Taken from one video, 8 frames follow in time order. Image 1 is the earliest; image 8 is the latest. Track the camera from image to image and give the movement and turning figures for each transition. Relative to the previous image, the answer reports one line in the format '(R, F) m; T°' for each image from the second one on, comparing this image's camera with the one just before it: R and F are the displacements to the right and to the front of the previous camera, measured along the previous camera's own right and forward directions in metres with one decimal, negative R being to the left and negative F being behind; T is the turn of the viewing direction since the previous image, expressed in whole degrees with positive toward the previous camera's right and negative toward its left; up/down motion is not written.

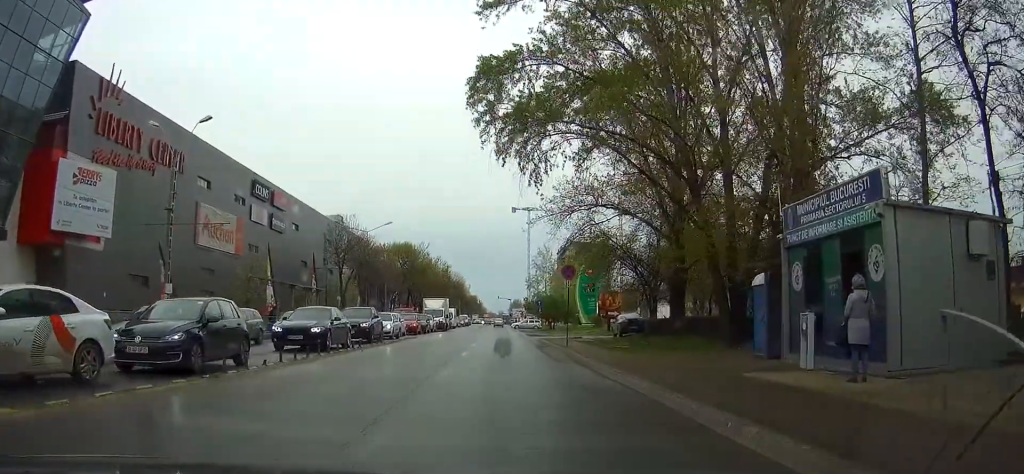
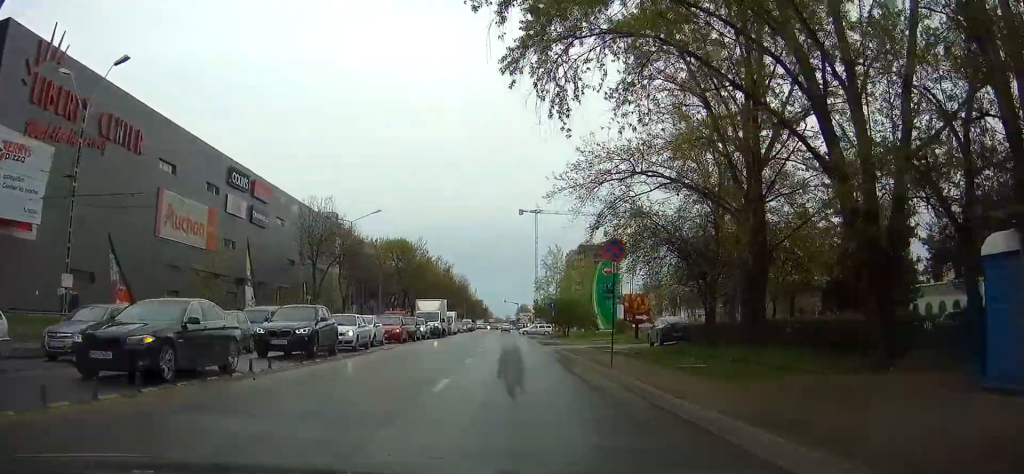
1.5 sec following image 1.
(+0.4, +11.5) m; +2°
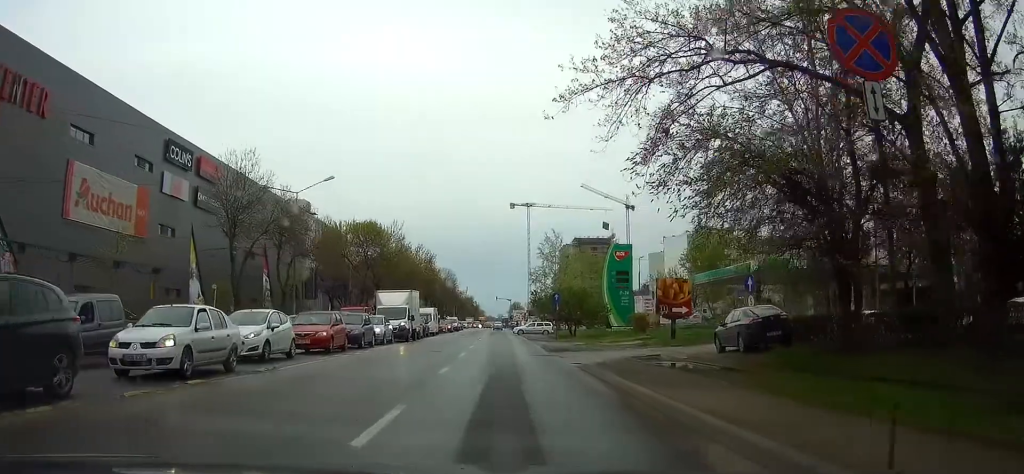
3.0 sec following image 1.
(-0.2, +14.0) m; -3°
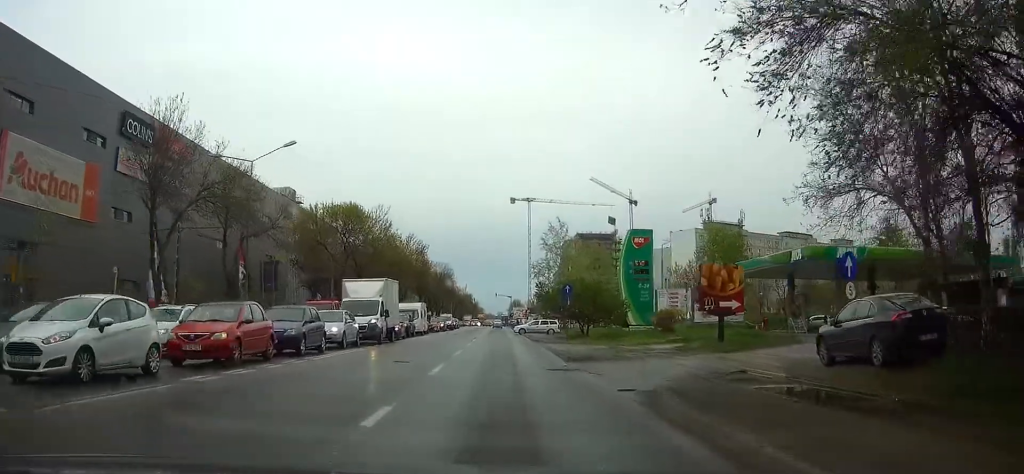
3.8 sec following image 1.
(-0.2, +9.0) m; -3°
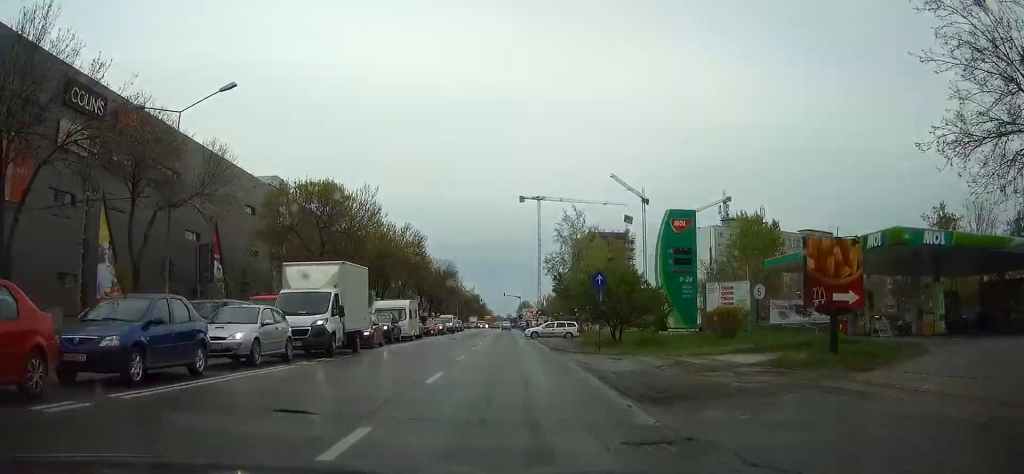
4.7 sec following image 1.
(-0.3, +10.8) m; -3°
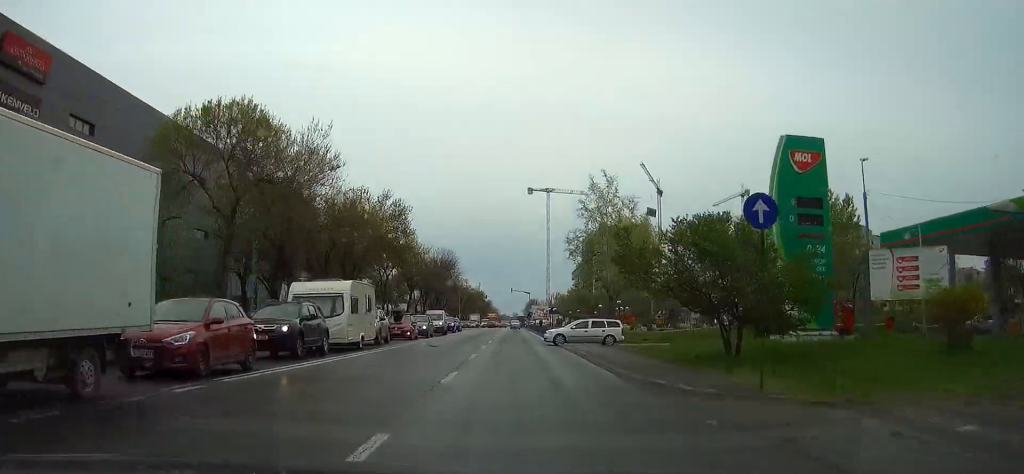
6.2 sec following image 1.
(-0.3, +17.9) m; -1°
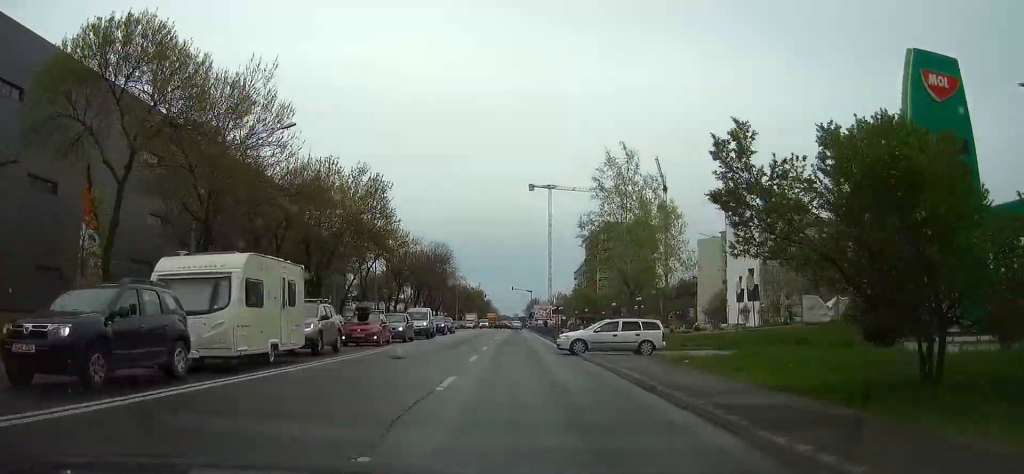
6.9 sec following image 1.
(0.0, +9.9) m; -1°
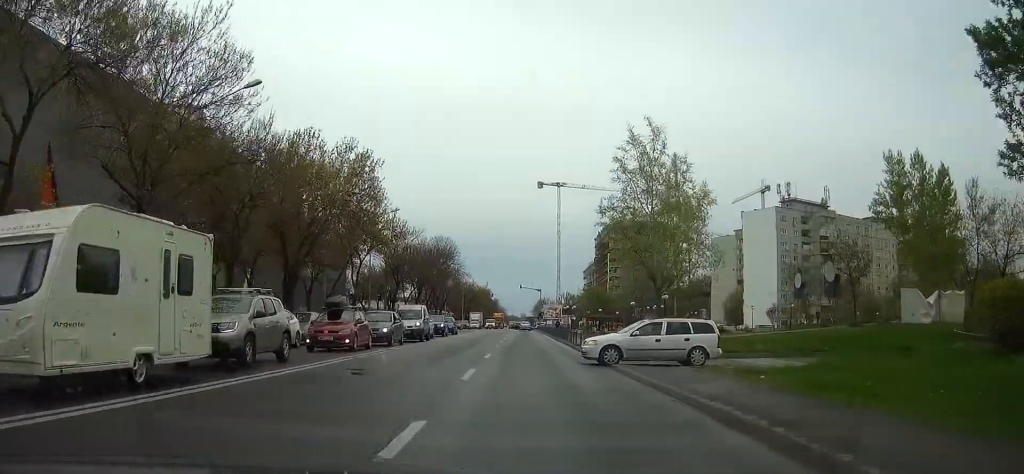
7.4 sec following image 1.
(0.0, +6.4) m; 0°
